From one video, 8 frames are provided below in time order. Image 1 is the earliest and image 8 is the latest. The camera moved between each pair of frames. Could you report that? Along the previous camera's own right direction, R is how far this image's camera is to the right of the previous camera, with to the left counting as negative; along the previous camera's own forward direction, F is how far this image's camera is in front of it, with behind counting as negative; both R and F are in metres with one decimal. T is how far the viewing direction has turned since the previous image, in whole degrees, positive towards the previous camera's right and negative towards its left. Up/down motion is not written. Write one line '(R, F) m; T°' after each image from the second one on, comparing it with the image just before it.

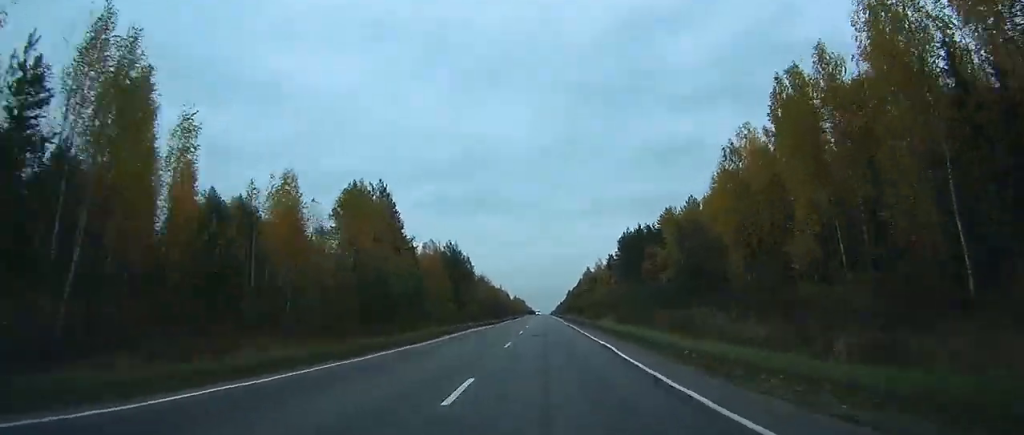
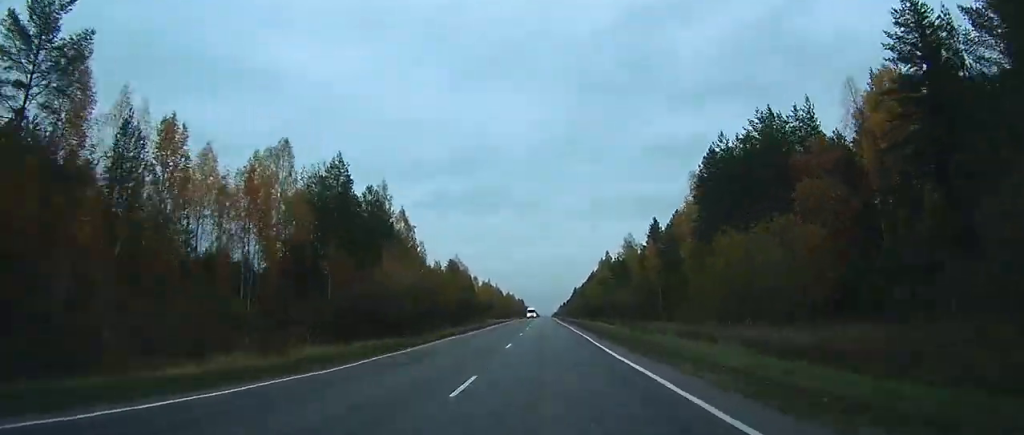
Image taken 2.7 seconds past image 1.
(-0.4, +82.8) m; 0°
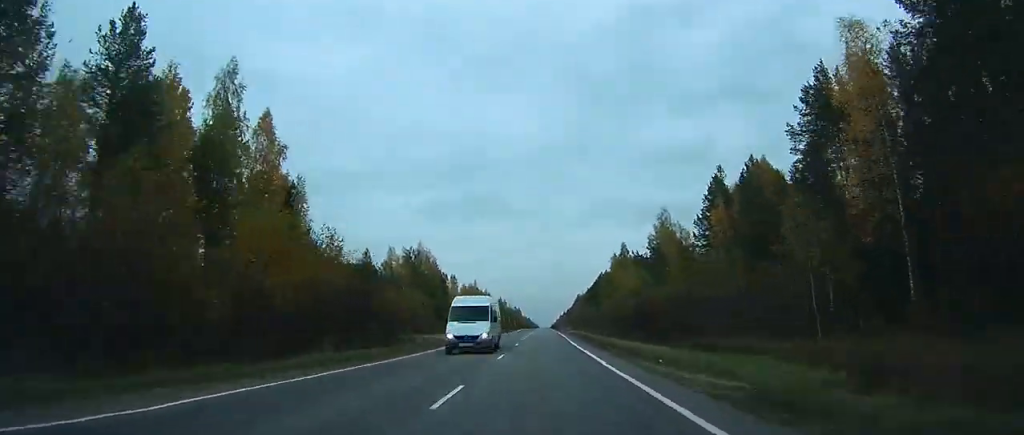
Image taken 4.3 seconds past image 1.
(0.0, +50.7) m; 0°
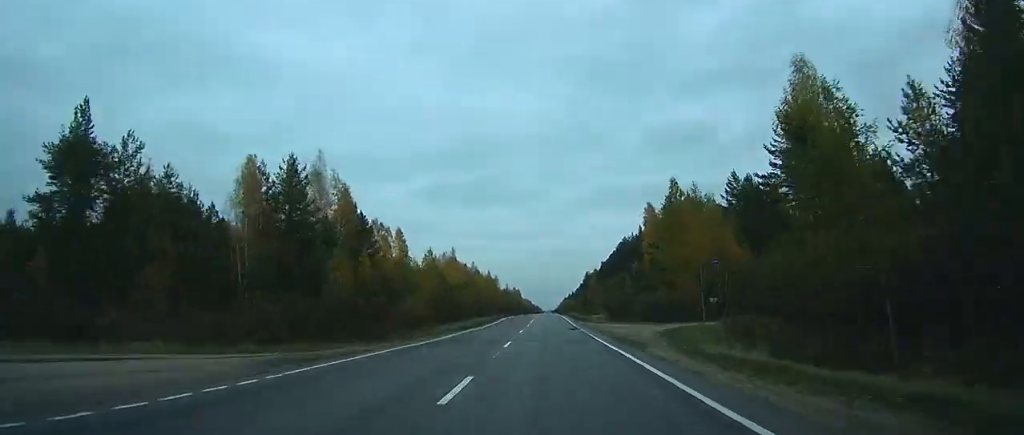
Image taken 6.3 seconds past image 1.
(+0.1, +62.3) m; 0°
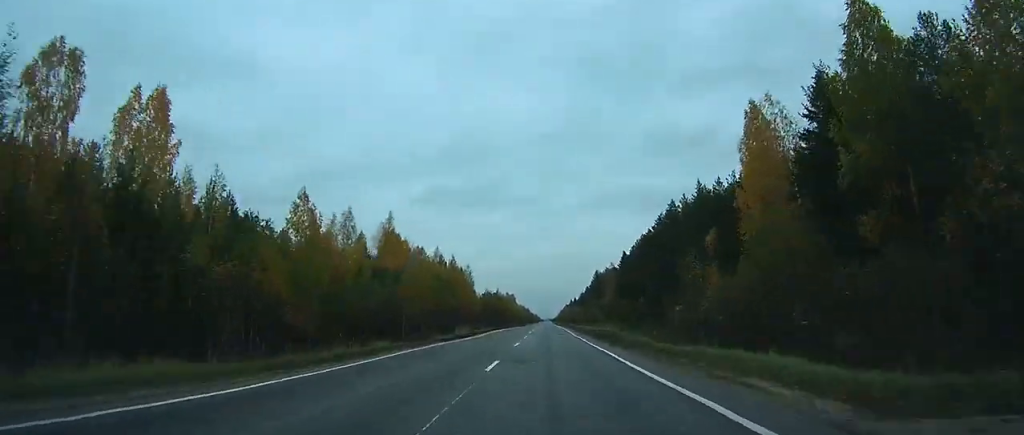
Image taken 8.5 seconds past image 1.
(+0.1, +66.1) m; +2°
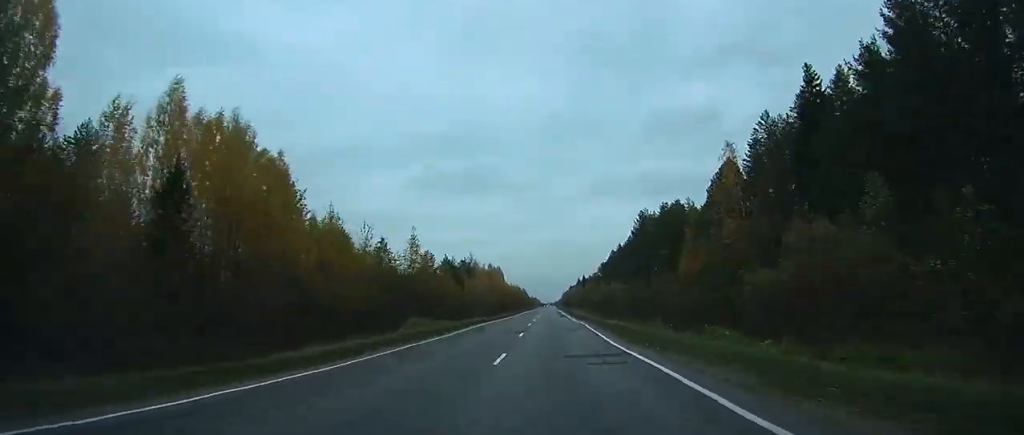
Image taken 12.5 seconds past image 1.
(+0.8, +117.5) m; -3°
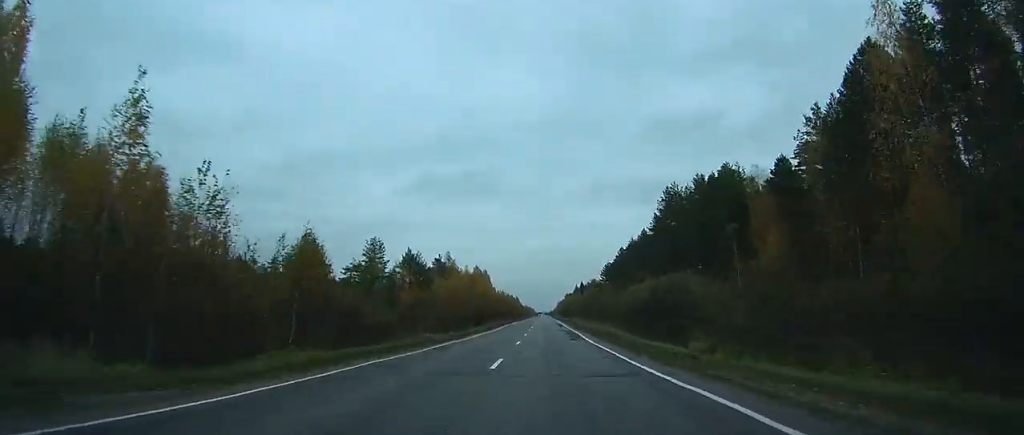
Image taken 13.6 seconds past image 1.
(-3.4, +37.3) m; -2°
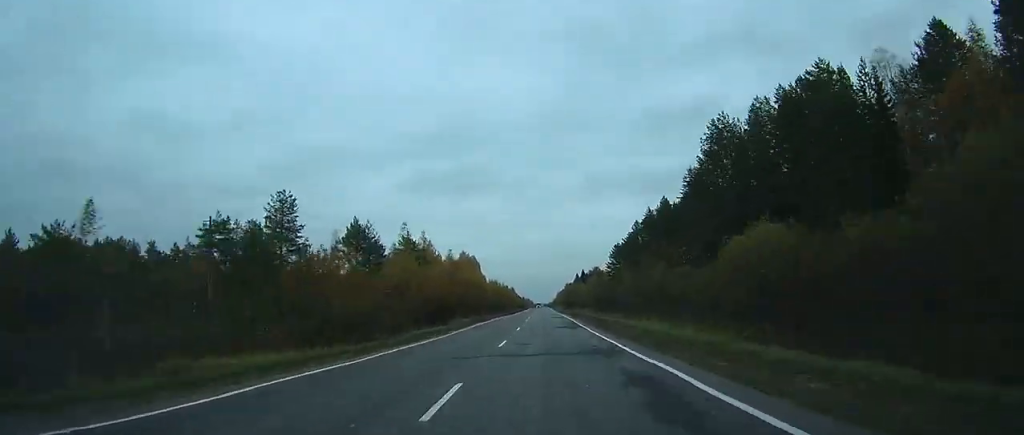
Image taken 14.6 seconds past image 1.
(+1.8, +32.9) m; +2°
